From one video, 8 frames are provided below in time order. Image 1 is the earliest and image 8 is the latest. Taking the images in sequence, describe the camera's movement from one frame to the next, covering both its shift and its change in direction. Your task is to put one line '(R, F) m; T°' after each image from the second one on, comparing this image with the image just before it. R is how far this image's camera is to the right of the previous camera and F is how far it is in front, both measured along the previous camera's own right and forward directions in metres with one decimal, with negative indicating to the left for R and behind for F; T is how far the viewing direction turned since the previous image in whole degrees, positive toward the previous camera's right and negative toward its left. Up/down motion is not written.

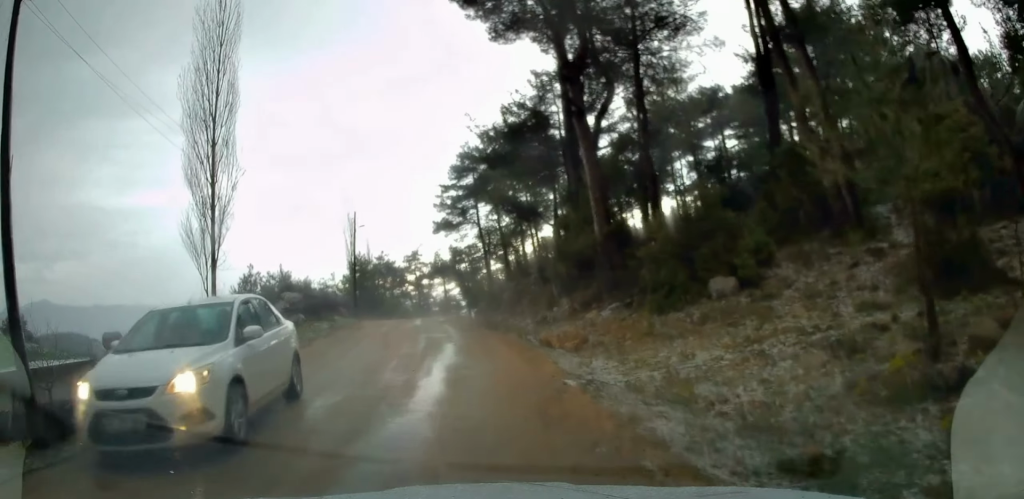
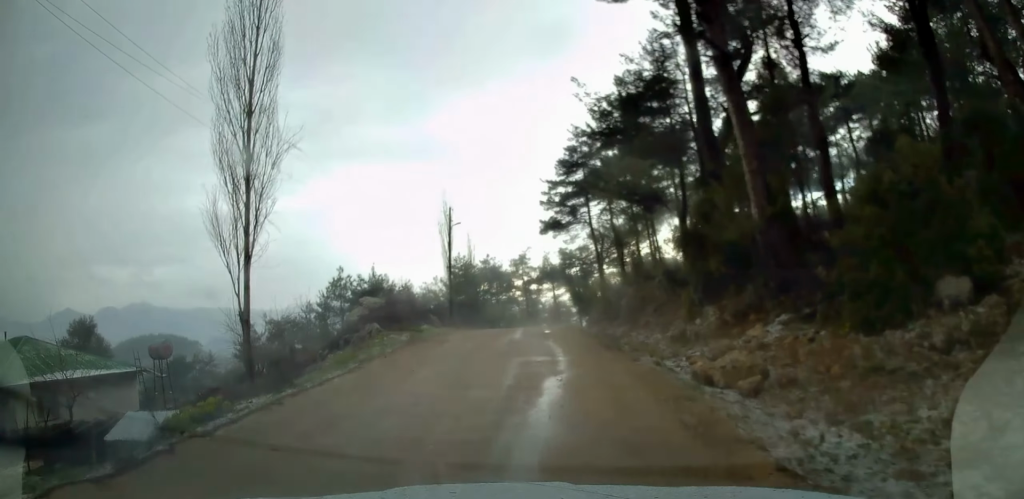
(-0.7, +5.2) m; -13°
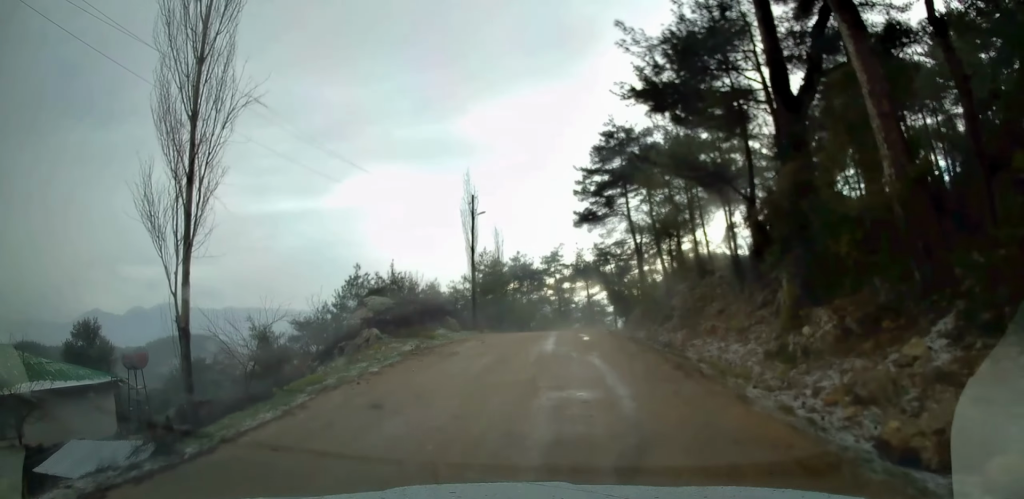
(-0.2, +4.4) m; -1°
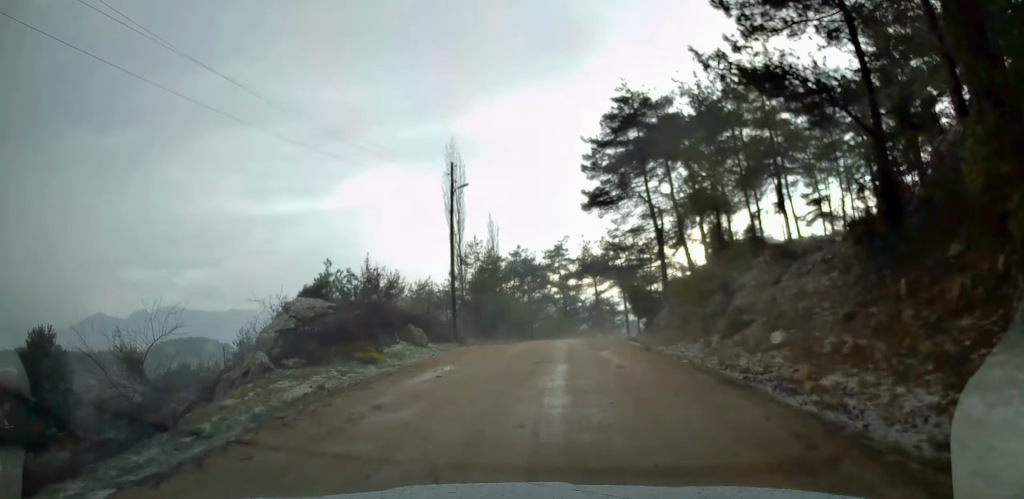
(+0.2, +8.3) m; 0°
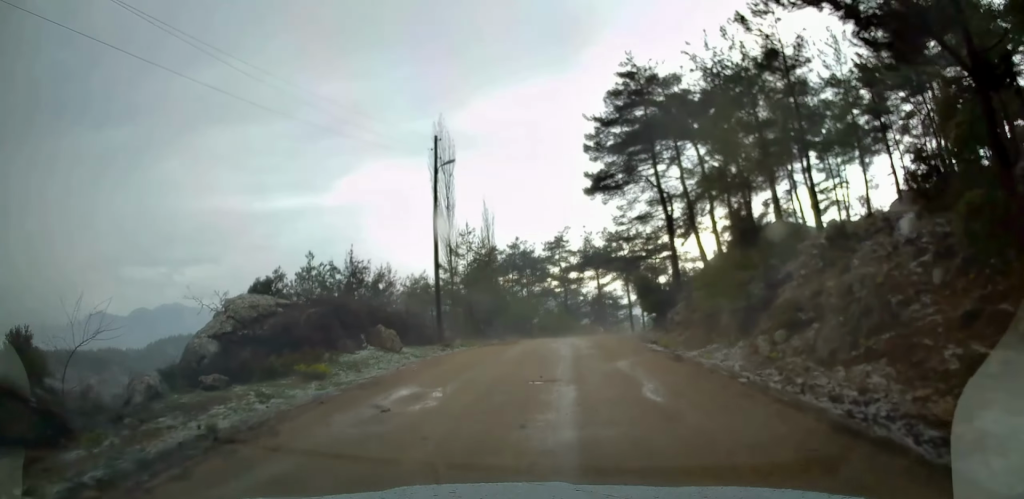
(-0.1, +3.7) m; -1°
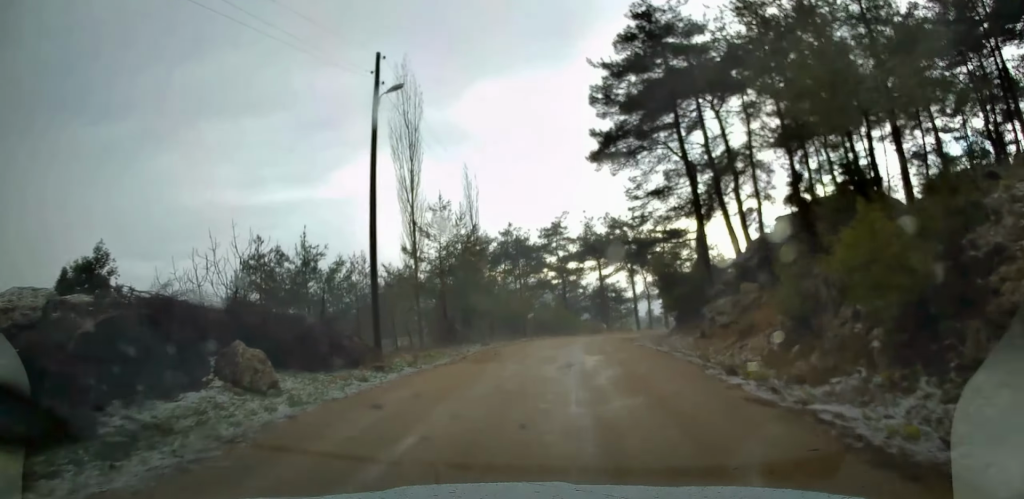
(-0.1, +8.3) m; +1°
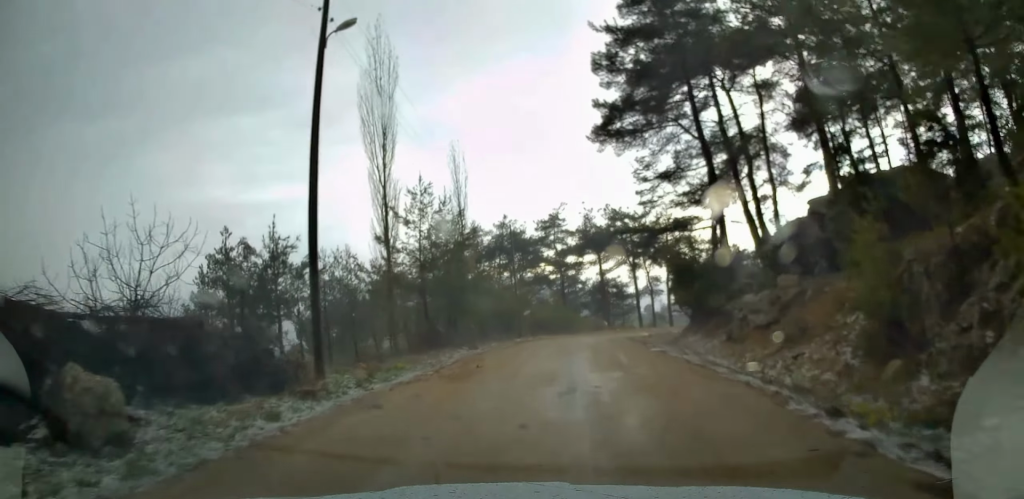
(+0.1, +3.9) m; +1°
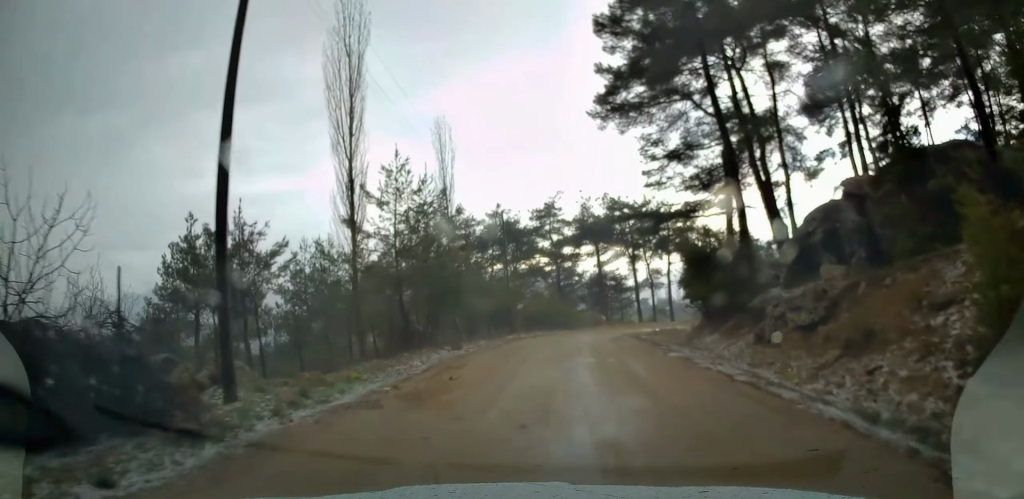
(+0.1, +3.3) m; +1°
